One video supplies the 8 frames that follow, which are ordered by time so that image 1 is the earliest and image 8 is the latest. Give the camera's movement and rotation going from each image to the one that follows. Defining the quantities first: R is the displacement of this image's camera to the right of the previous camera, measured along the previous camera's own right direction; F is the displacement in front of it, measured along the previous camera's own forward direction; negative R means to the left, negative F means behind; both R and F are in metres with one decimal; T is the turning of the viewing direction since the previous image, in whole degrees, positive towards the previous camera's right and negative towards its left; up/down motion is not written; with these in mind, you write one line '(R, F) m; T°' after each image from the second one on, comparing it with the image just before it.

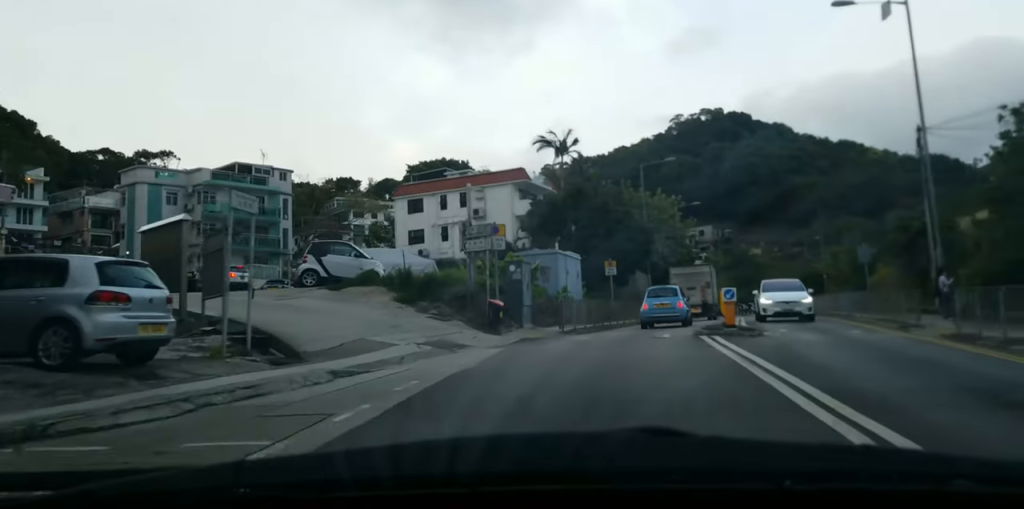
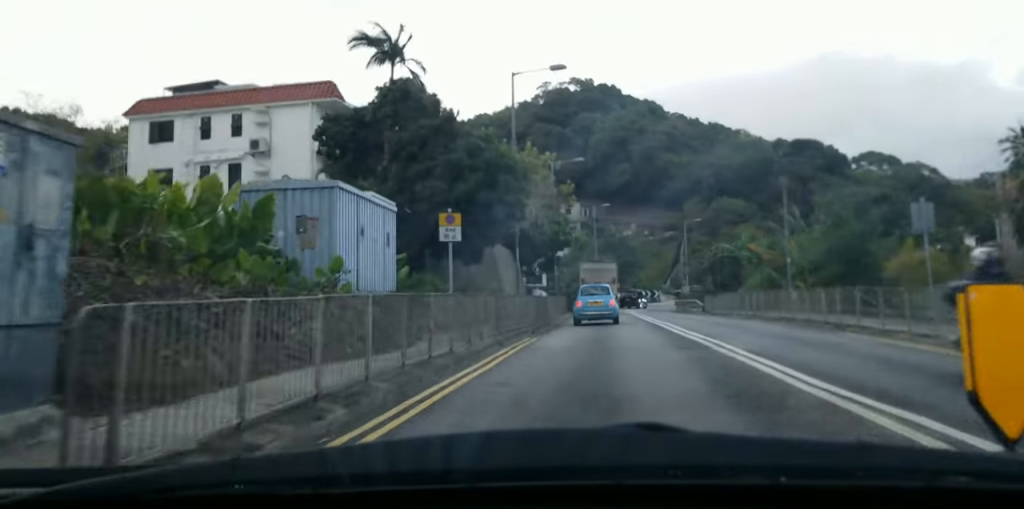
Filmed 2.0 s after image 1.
(+2.1, +19.5) m; +11°
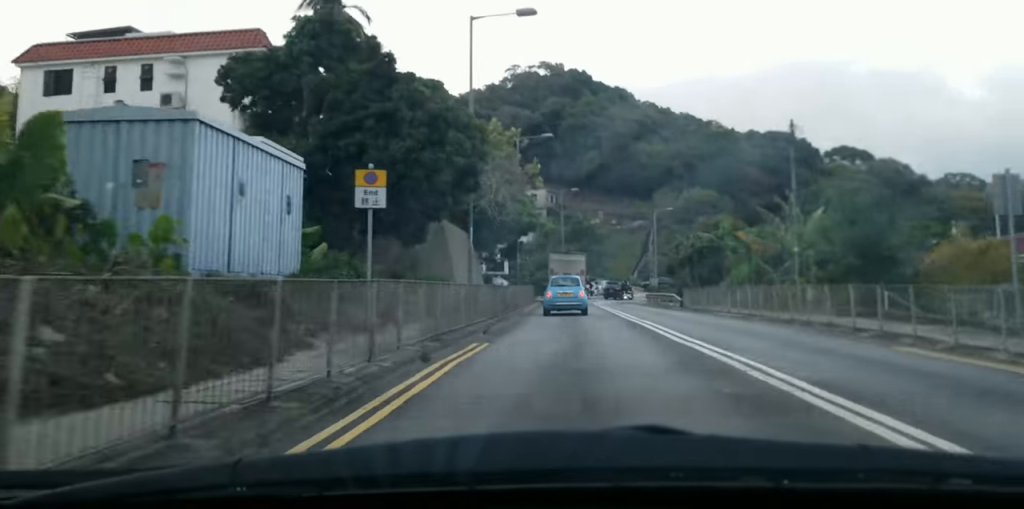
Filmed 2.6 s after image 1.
(+0.1, +5.4) m; +4°
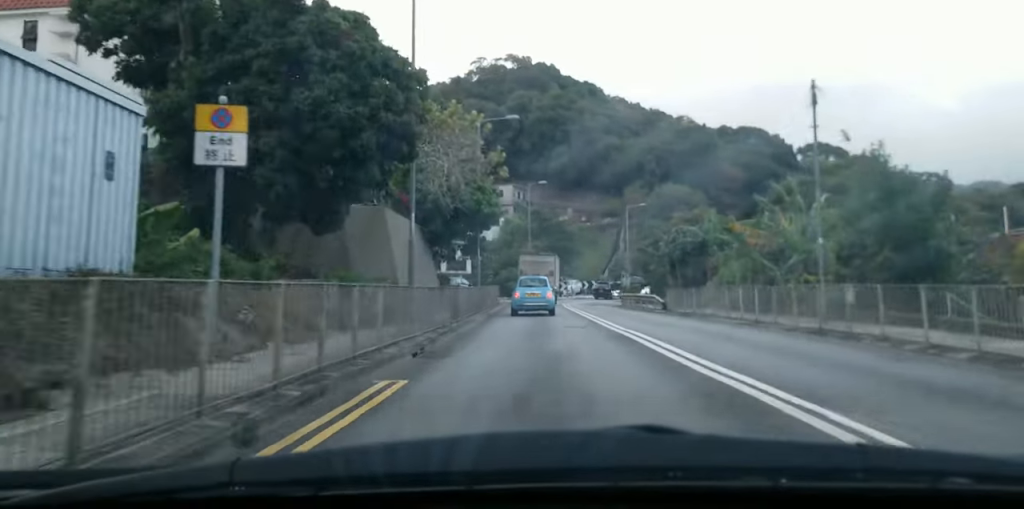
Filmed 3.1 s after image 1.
(-0.2, +5.0) m; +4°
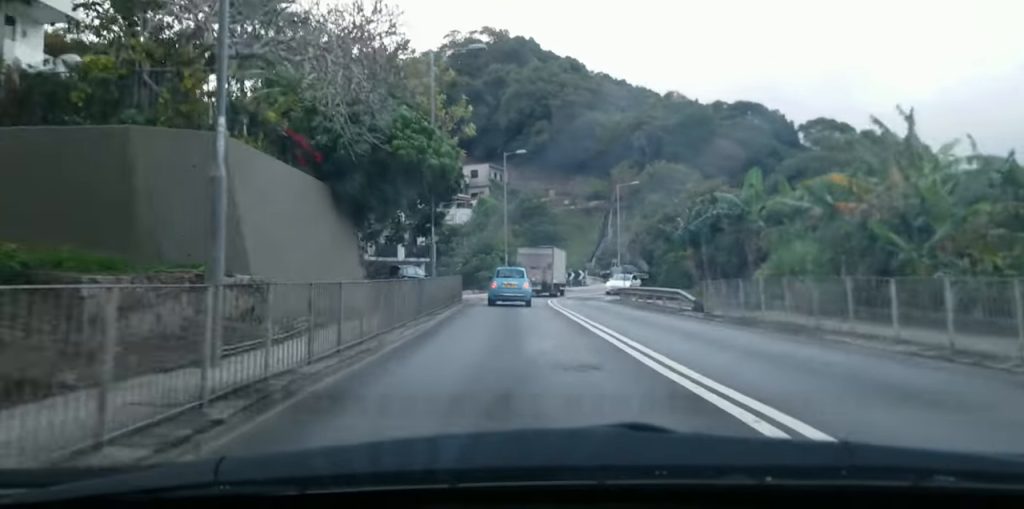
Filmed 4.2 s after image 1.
(+1.2, +10.8) m; +13°
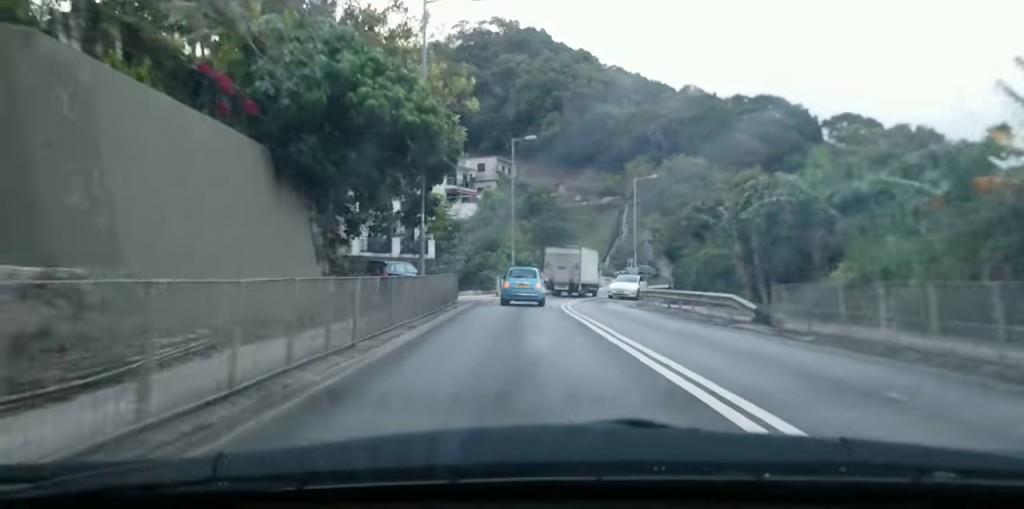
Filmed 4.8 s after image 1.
(+0.5, +4.9) m; +4°
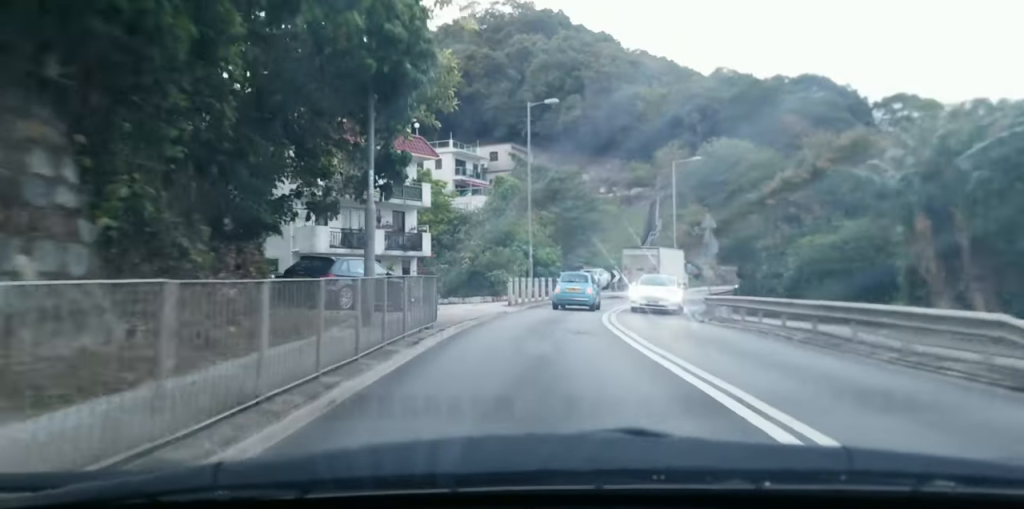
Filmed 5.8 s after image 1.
(+0.5, +9.5) m; +3°
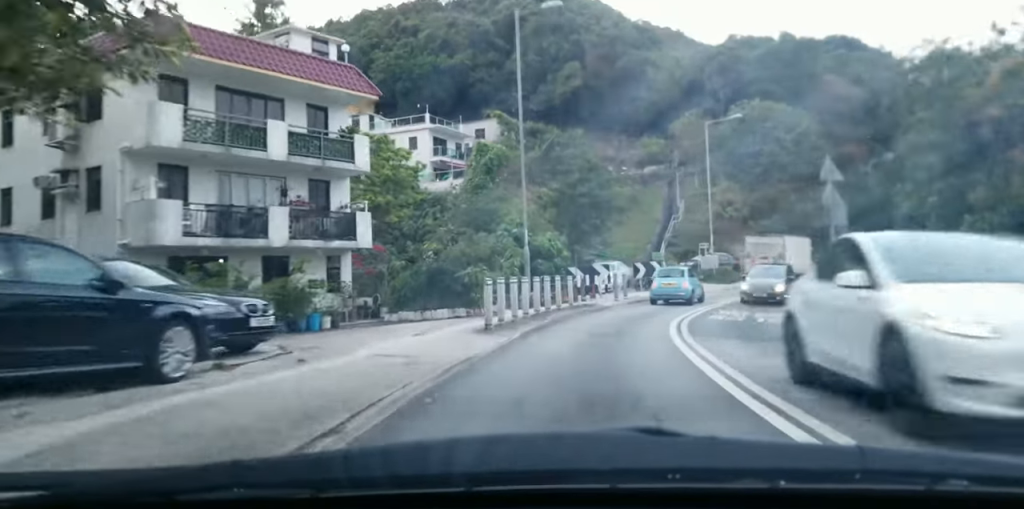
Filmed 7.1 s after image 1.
(0.0, +12.6) m; 0°
